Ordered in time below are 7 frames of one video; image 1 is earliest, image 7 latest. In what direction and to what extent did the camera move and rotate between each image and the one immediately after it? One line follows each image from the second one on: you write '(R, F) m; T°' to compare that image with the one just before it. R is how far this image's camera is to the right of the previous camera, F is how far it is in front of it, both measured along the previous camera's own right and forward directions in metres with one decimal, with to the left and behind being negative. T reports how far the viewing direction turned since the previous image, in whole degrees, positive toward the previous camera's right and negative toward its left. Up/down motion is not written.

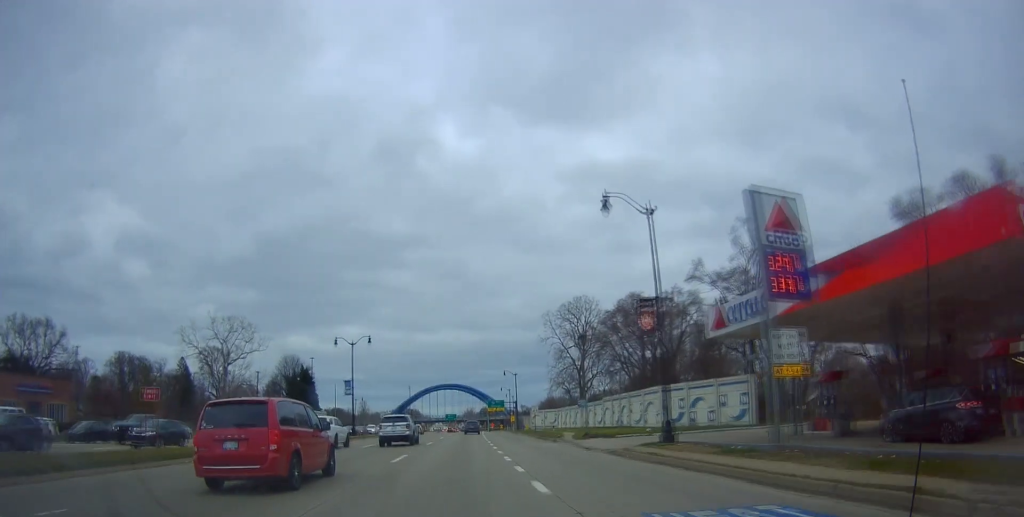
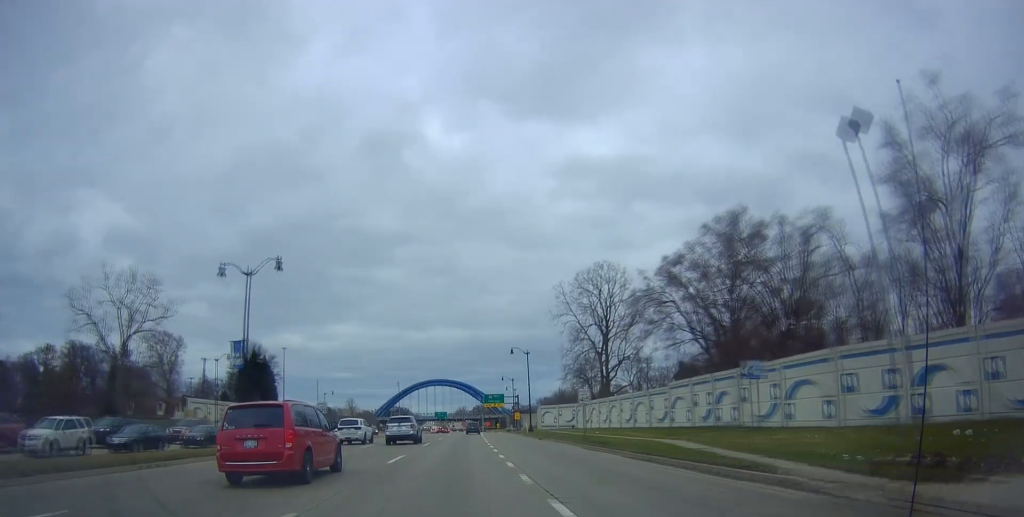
(0.0, +29.4) m; +3°
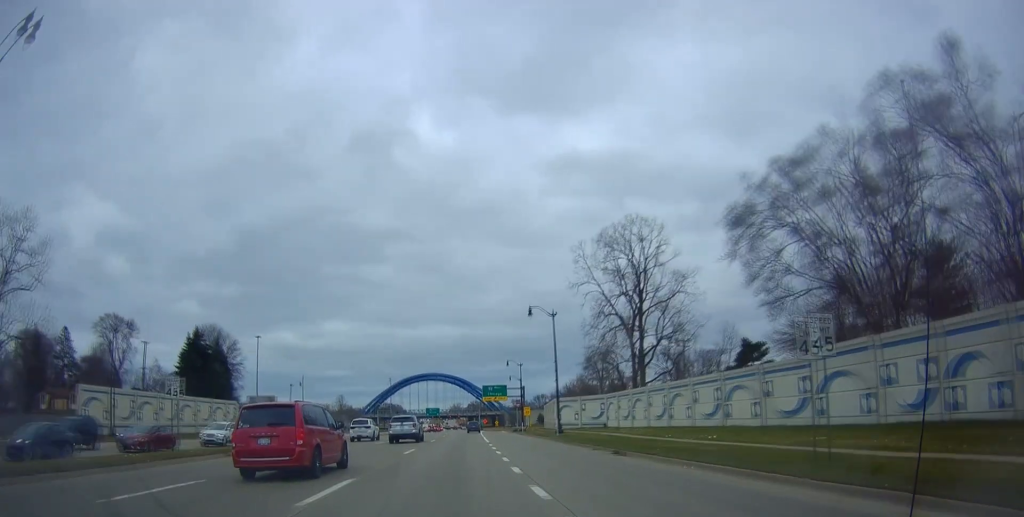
(+0.9, +25.0) m; +2°
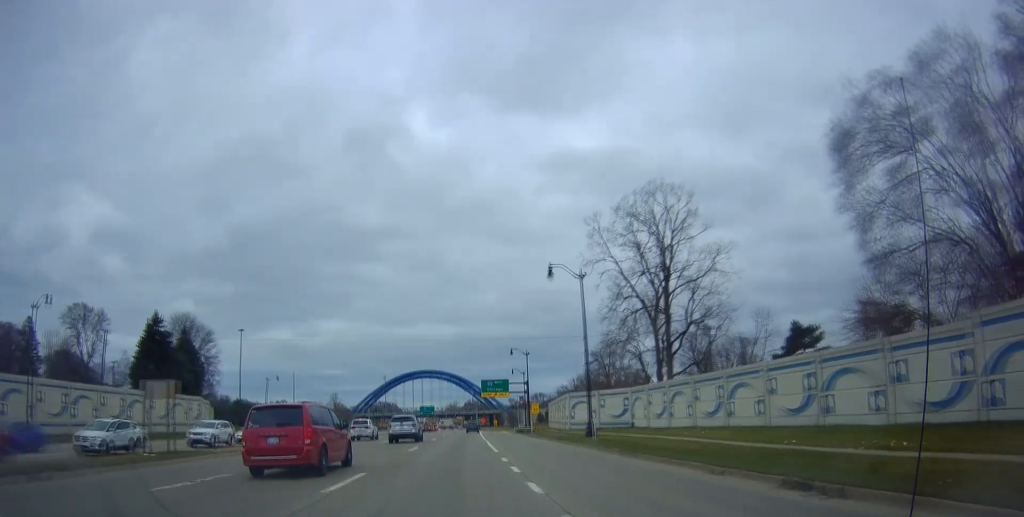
(-0.1, +13.1) m; 0°
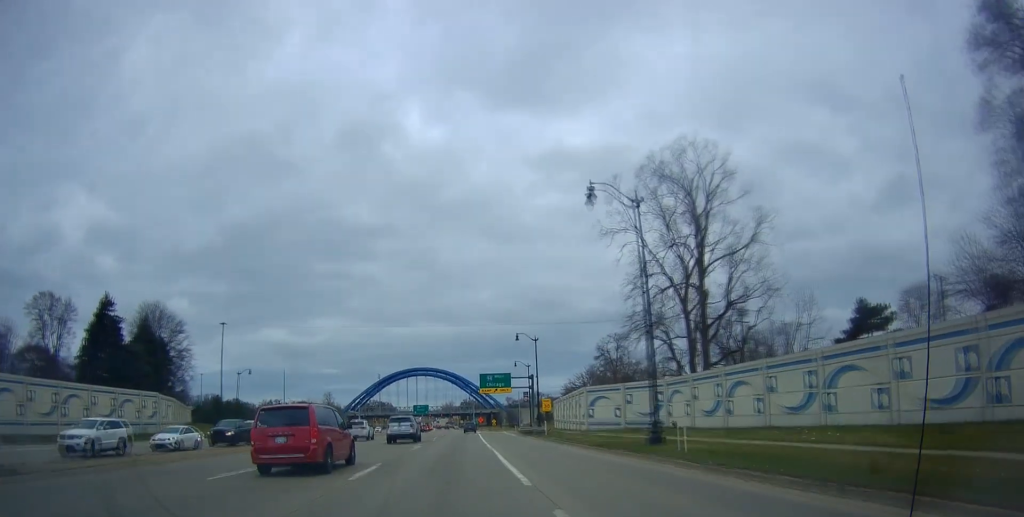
(+0.3, +12.7) m; -1°
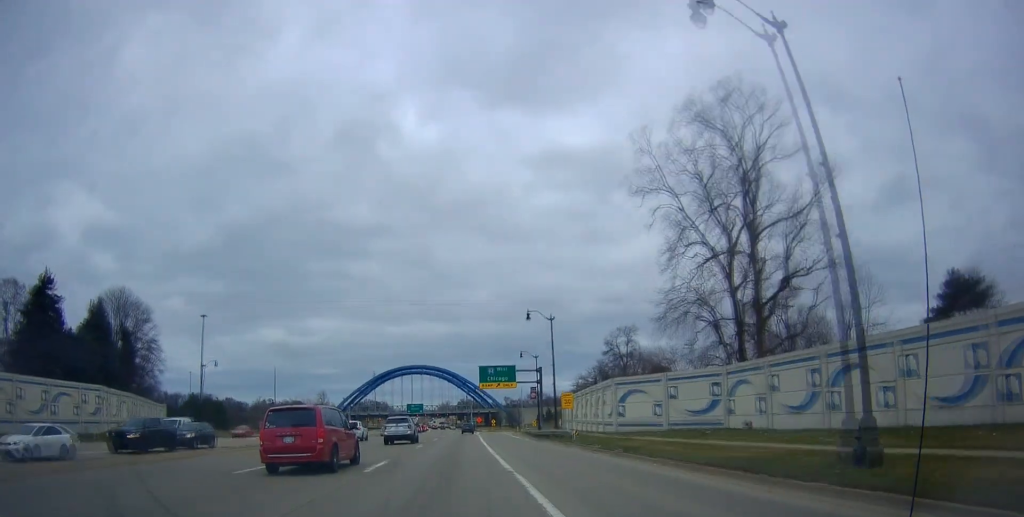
(-0.5, +13.0) m; -1°
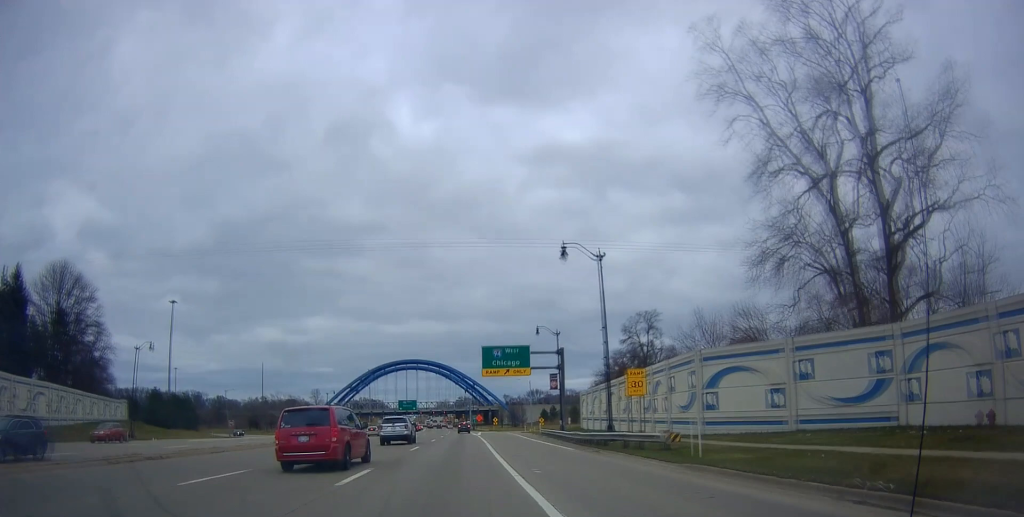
(-0.1, +18.6) m; +1°
